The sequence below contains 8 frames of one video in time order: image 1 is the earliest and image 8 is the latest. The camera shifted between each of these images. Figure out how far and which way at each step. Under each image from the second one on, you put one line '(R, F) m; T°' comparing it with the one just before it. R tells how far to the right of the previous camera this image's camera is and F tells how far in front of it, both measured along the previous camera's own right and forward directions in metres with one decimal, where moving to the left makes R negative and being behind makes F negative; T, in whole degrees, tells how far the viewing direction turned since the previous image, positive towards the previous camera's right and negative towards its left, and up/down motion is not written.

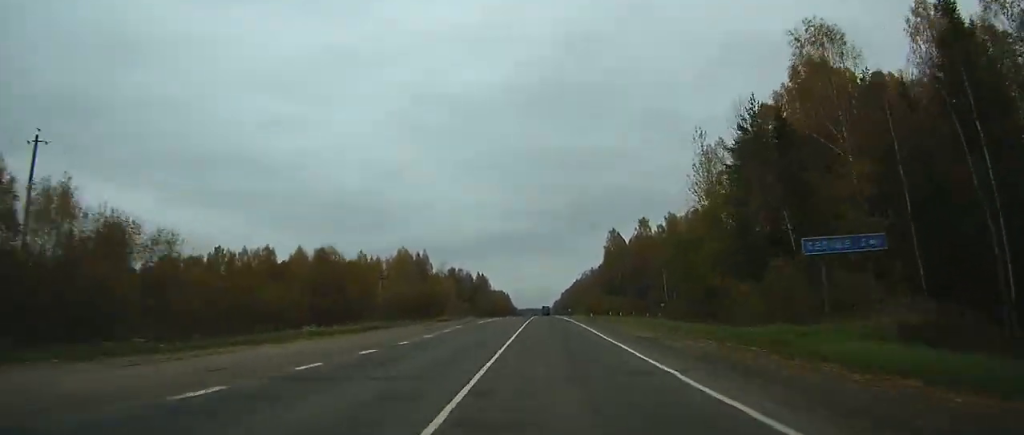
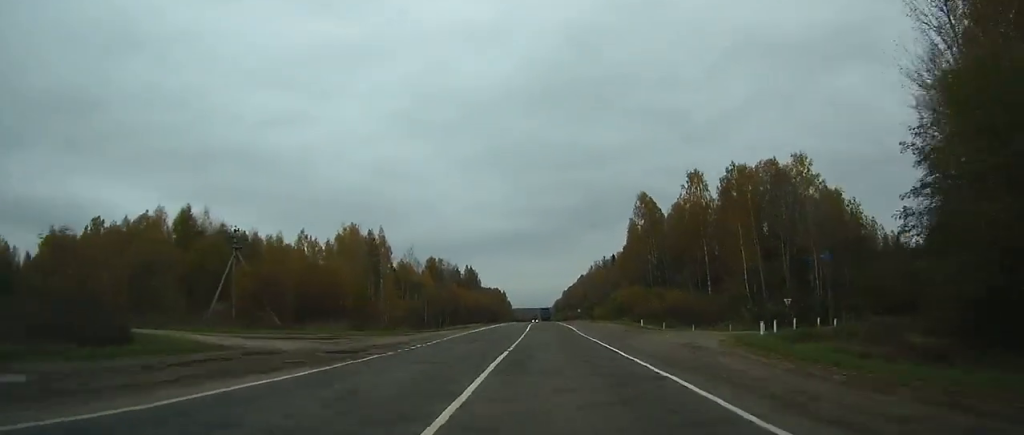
(0.0, +56.9) m; 0°
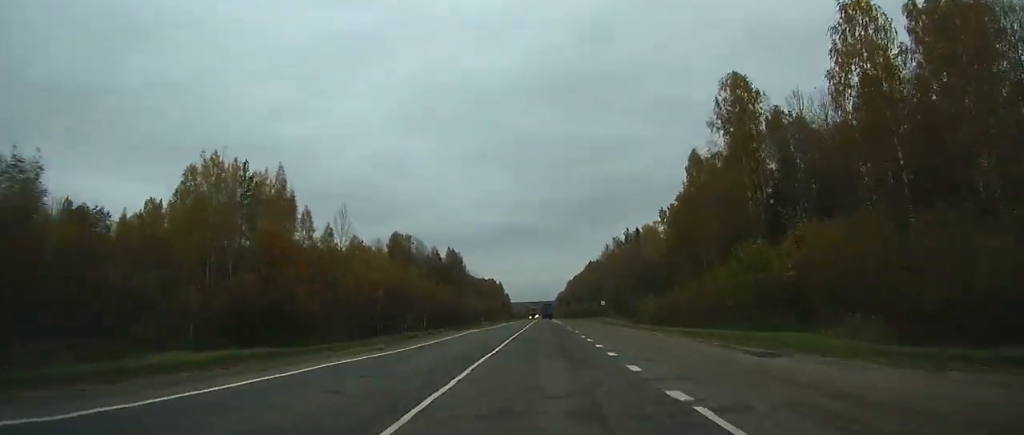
(+0.3, +59.8) m; 0°
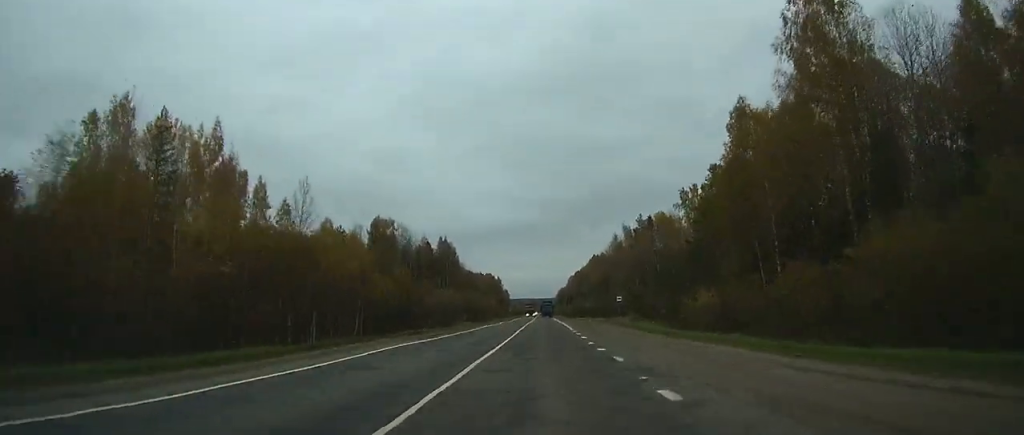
(-0.1, +18.9) m; 0°
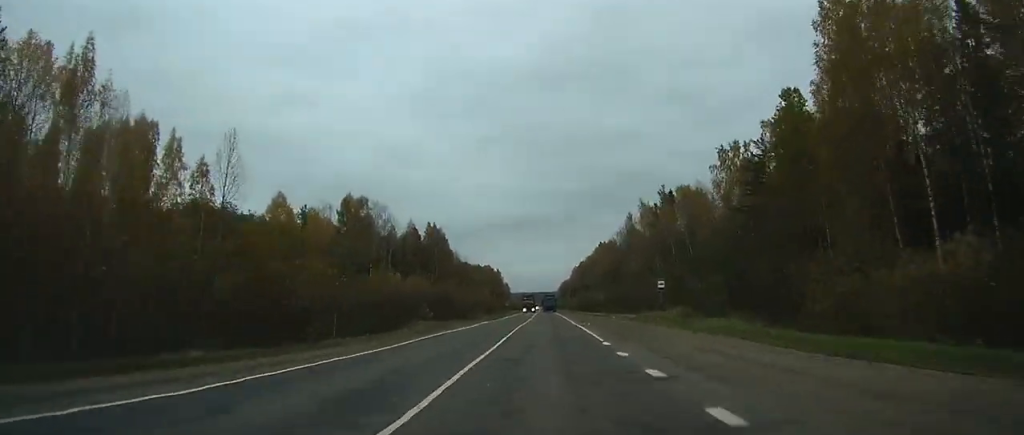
(-0.1, +23.1) m; 0°
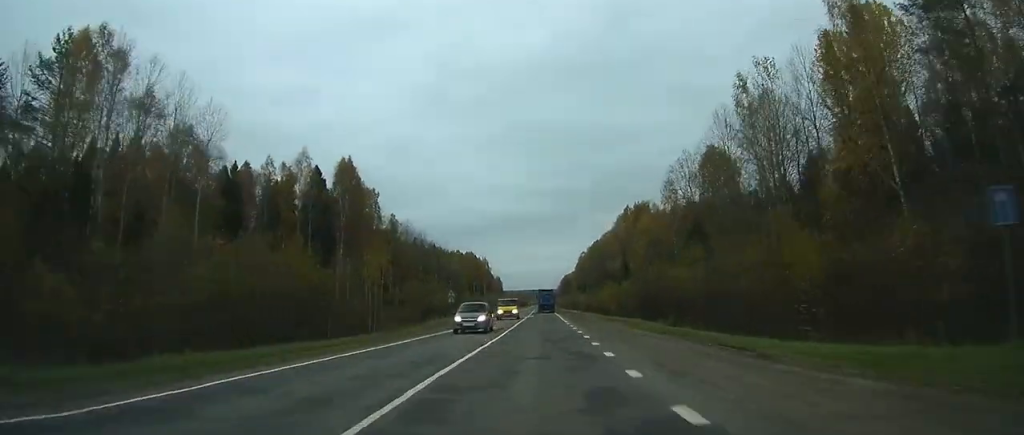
(-0.1, +82.9) m; -1°
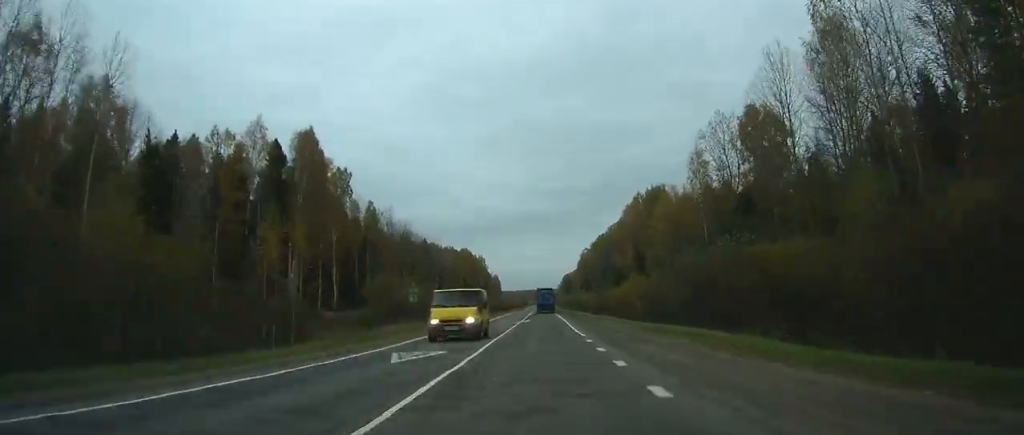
(-0.1, +19.3) m; 0°
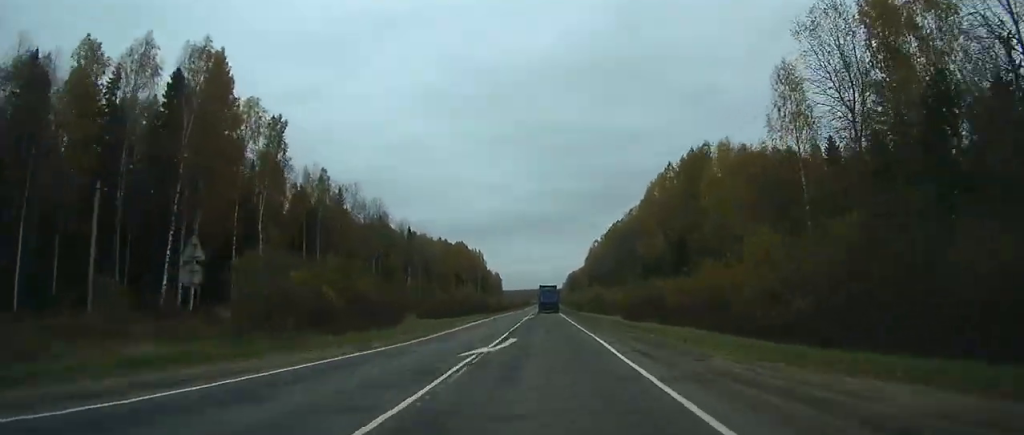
(-0.1, +30.8) m; -1°
